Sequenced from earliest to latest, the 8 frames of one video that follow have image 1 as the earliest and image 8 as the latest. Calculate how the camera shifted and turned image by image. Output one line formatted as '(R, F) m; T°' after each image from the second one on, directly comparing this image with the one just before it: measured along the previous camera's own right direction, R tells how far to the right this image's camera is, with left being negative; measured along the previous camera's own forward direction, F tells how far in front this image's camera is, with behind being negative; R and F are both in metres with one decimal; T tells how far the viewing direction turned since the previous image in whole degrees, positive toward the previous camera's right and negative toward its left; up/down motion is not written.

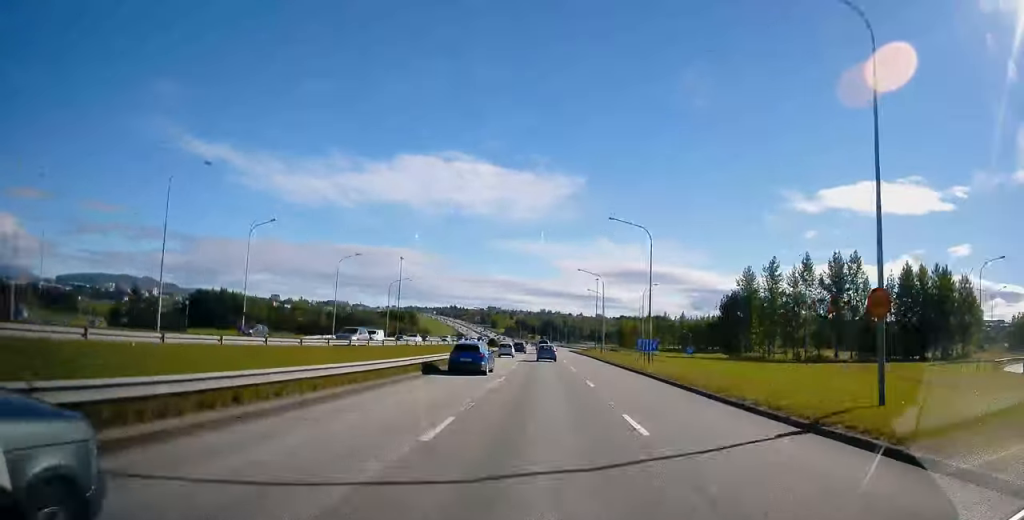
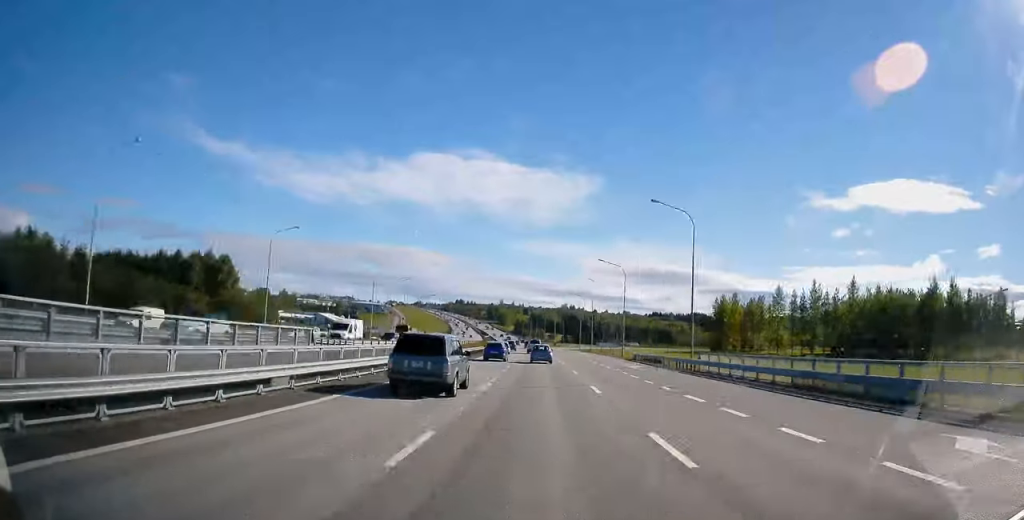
(-1.1, +156.4) m; -2°
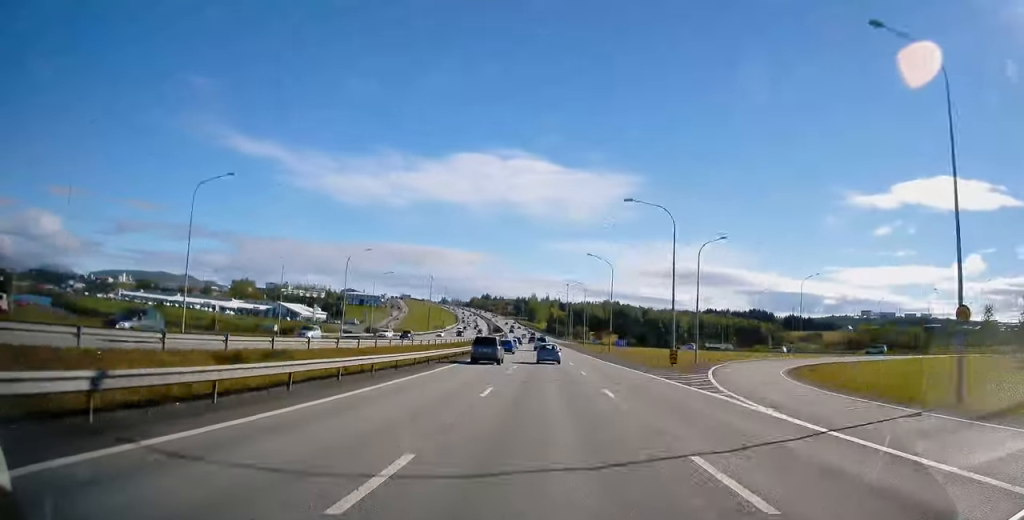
(-4.2, +125.7) m; -3°
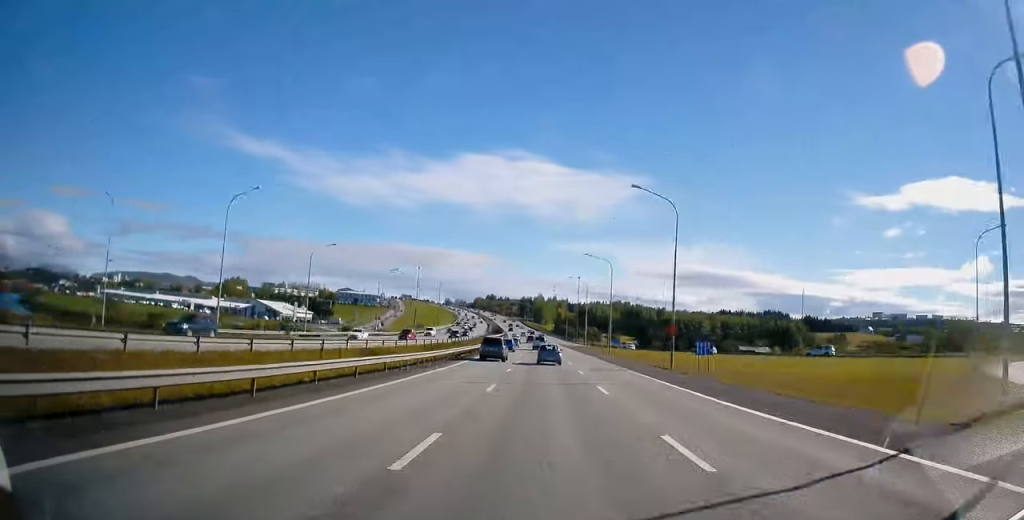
(0.0, +34.2) m; -1°
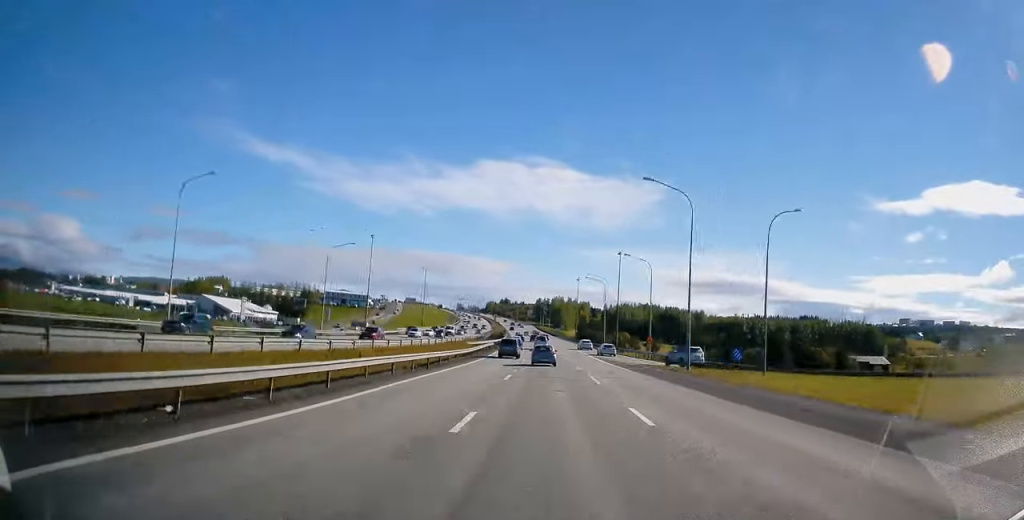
(-1.2, +67.4) m; -2°
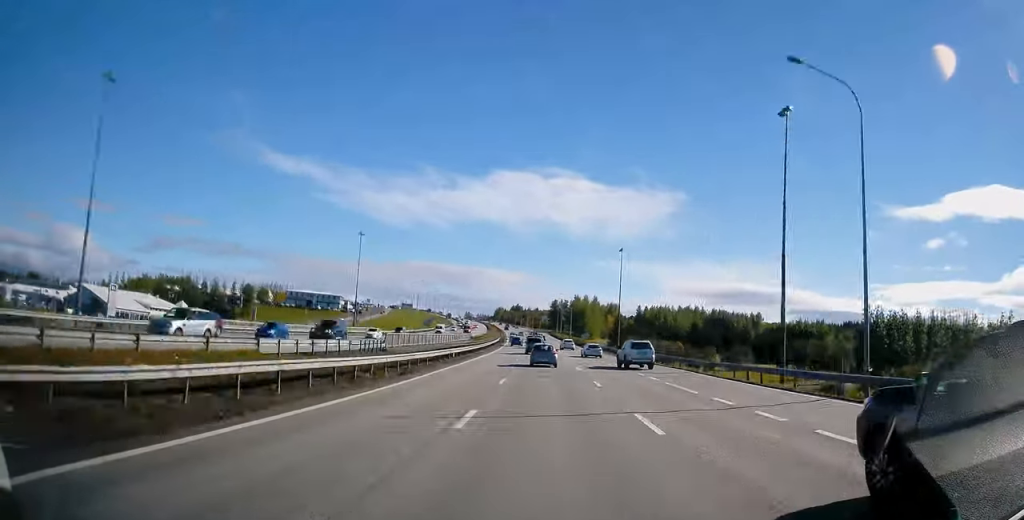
(-1.6, +82.8) m; -2°
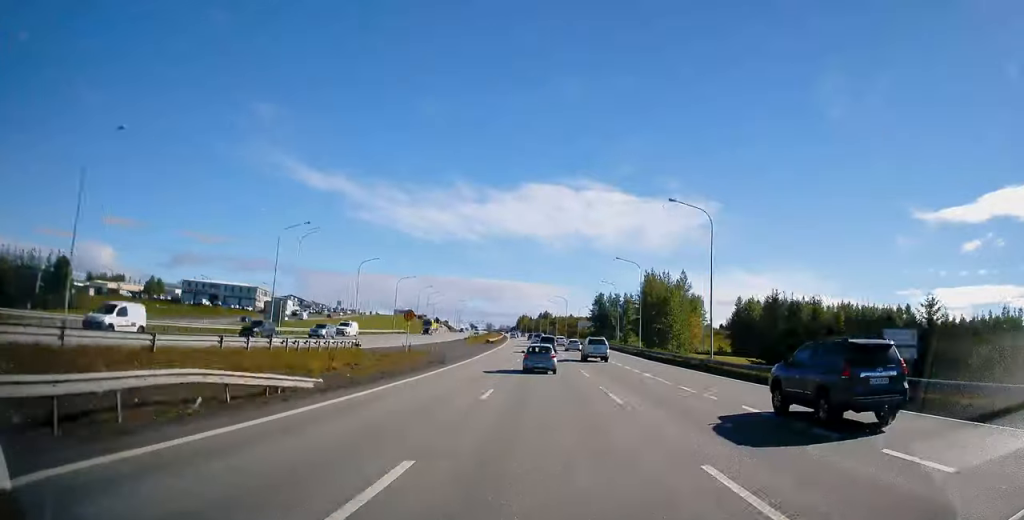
(-2.9, +120.1) m; -3°
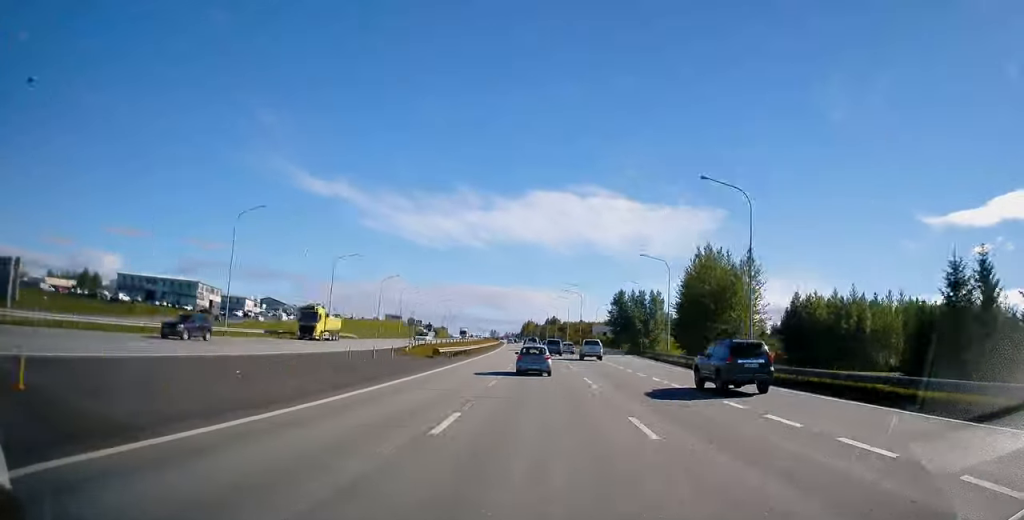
(0.0, +41.8) m; -1°
